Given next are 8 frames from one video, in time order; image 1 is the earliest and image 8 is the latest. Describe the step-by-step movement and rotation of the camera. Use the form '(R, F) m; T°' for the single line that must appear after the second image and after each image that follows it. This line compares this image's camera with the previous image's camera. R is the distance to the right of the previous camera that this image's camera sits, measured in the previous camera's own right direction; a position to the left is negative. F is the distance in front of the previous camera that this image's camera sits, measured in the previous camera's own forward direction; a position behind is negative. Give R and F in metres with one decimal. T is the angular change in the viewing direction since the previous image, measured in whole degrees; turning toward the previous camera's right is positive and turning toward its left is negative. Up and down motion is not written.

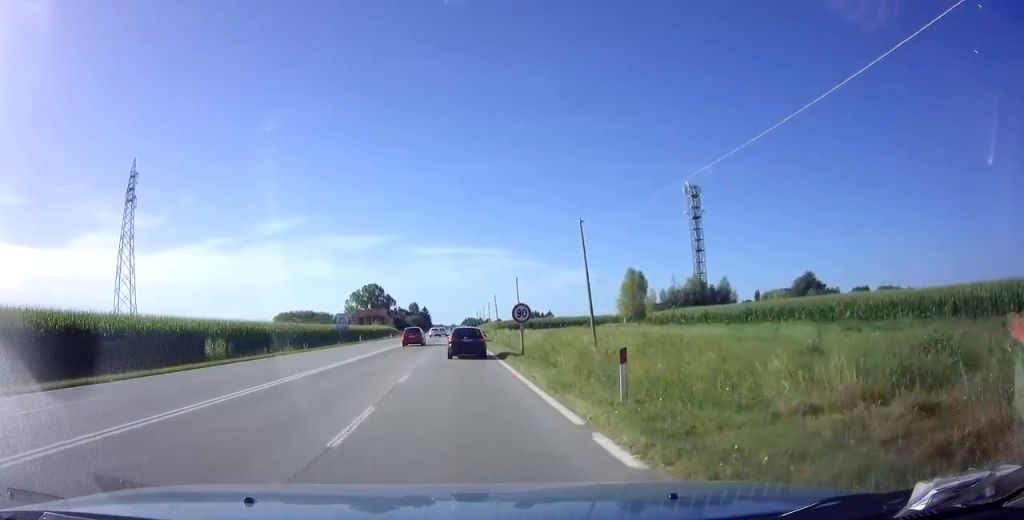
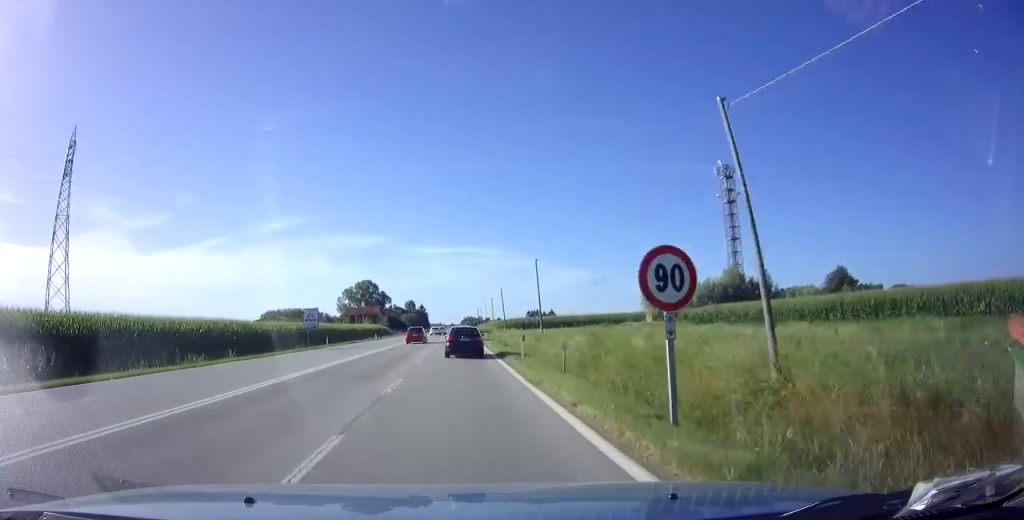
(+0.1, +16.7) m; 0°
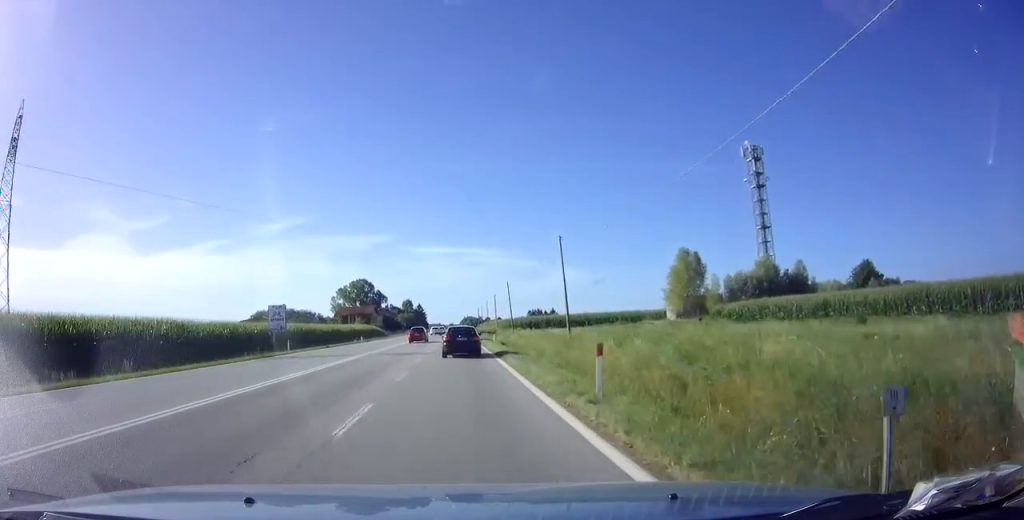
(0.0, +11.8) m; 0°
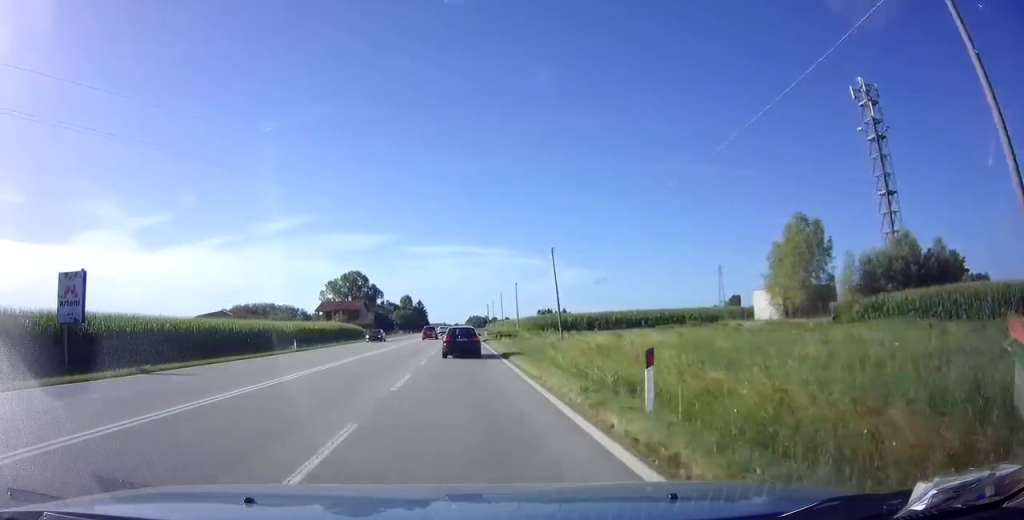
(-0.1, +30.9) m; 0°
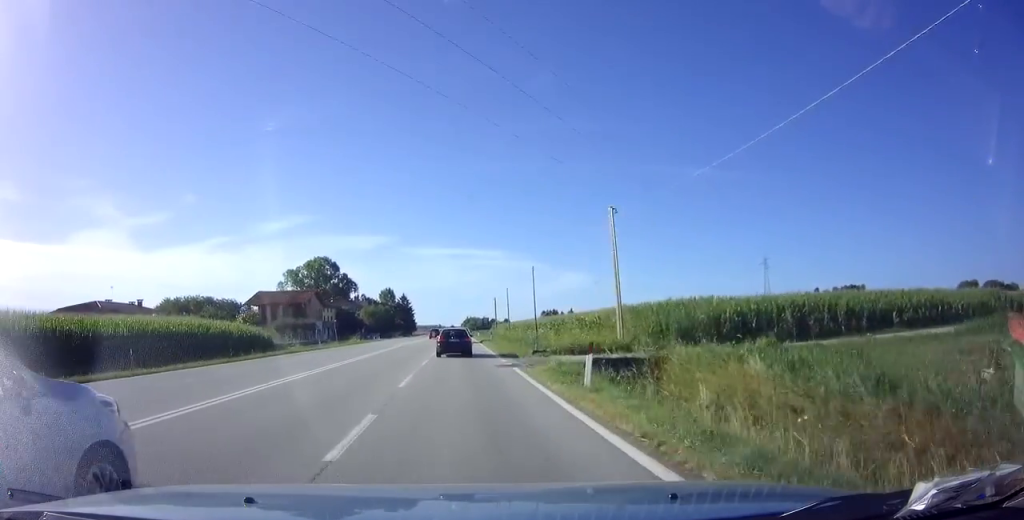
(+0.1, +50.1) m; 0°
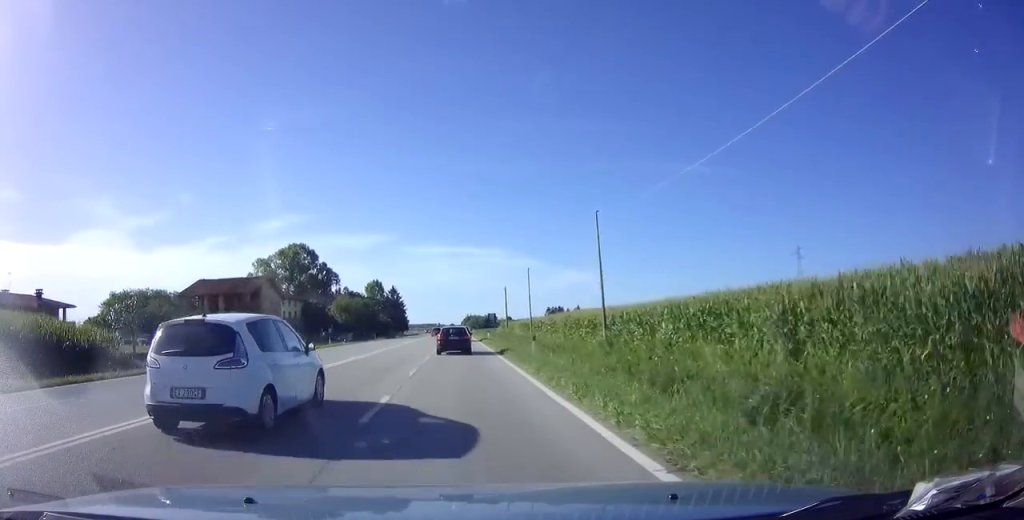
(-0.1, +27.0) m; 0°
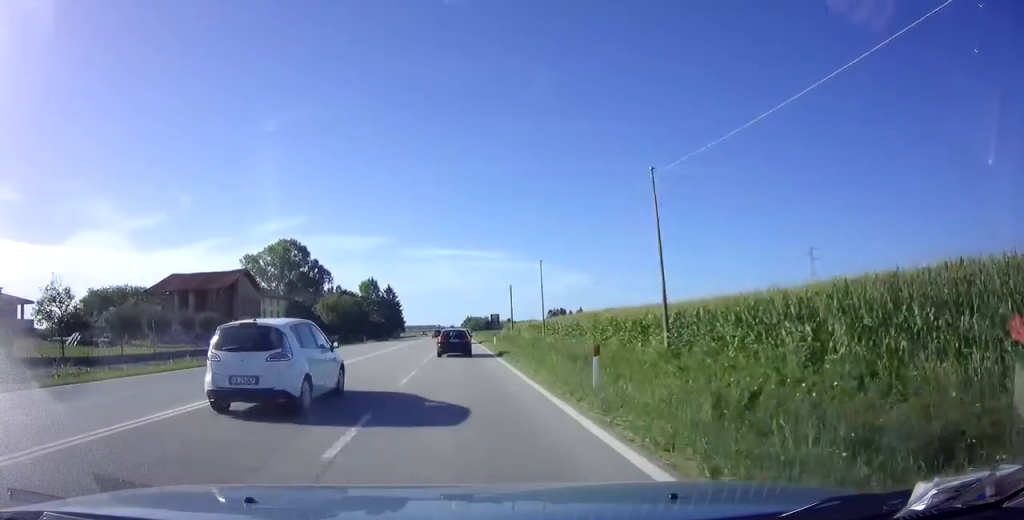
(0.0, +9.1) m; 0°
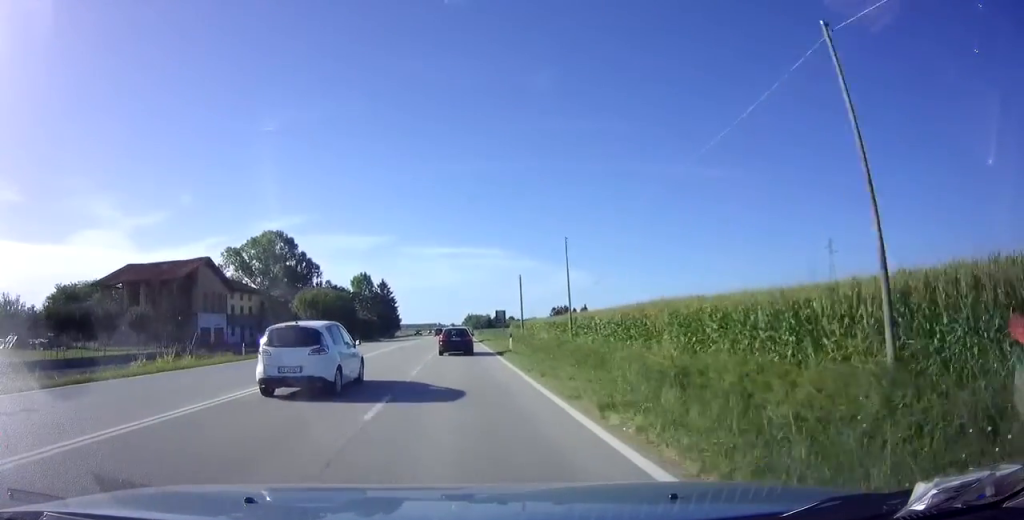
(0.0, +11.9) m; 0°
